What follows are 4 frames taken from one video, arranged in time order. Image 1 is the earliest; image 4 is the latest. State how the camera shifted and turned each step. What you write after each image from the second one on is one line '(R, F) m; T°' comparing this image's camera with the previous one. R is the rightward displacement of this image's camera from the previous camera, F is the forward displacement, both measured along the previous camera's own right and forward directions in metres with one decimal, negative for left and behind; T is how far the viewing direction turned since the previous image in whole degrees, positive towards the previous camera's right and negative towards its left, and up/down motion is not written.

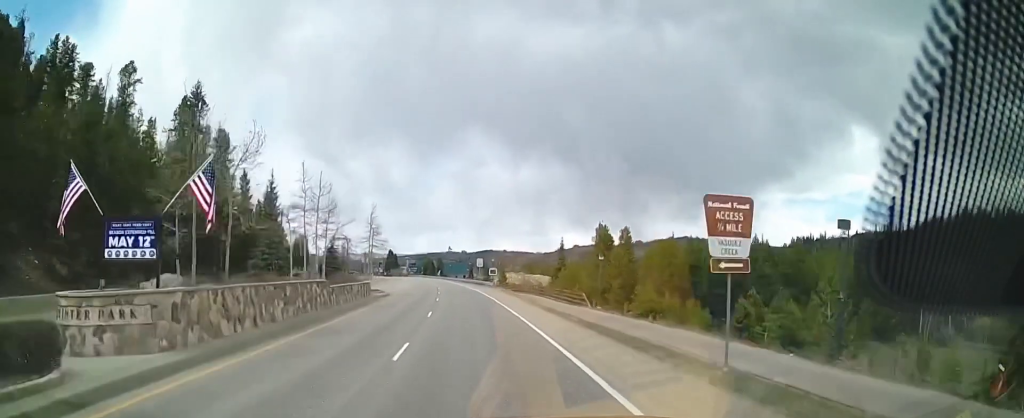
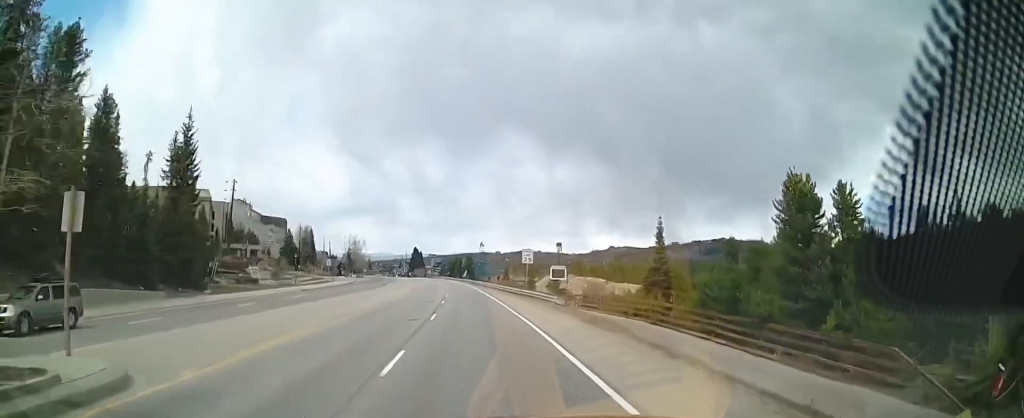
(-1.2, +38.9) m; -3°
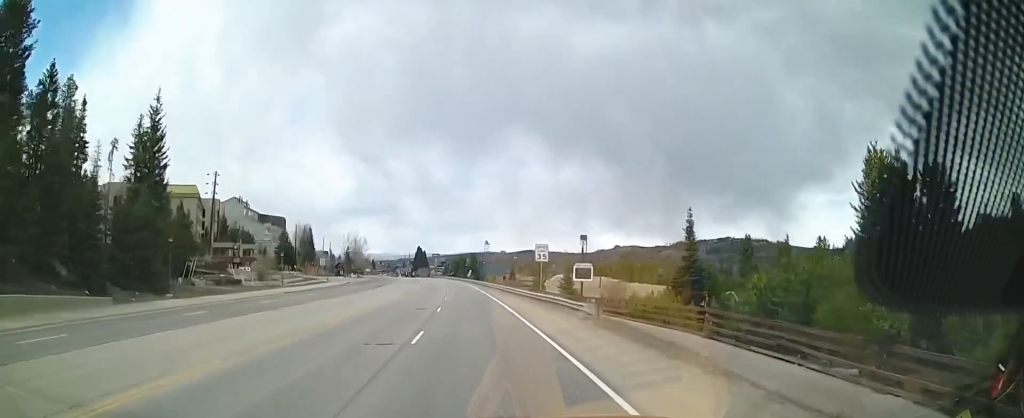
(-0.1, +7.5) m; 0°
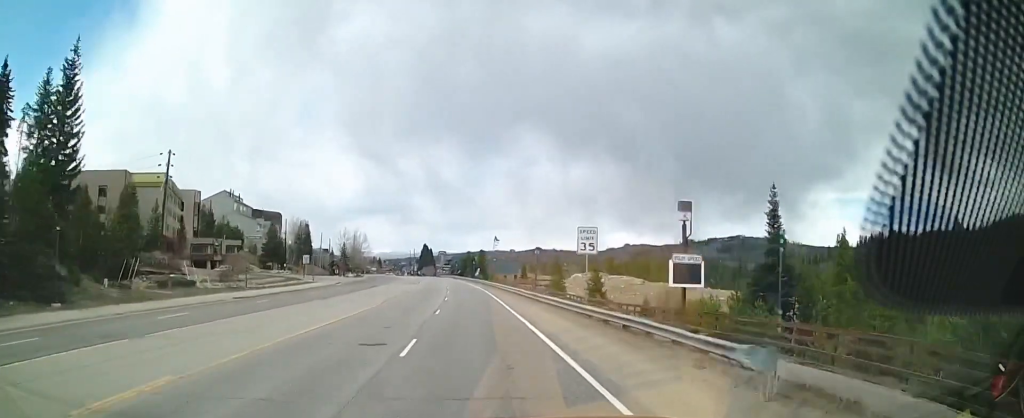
(+0.4, +14.4) m; -1°
